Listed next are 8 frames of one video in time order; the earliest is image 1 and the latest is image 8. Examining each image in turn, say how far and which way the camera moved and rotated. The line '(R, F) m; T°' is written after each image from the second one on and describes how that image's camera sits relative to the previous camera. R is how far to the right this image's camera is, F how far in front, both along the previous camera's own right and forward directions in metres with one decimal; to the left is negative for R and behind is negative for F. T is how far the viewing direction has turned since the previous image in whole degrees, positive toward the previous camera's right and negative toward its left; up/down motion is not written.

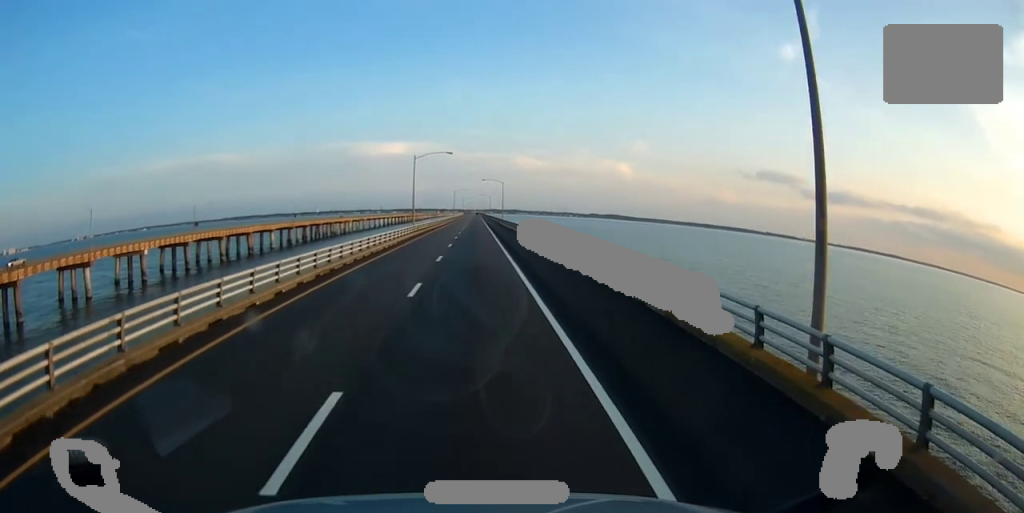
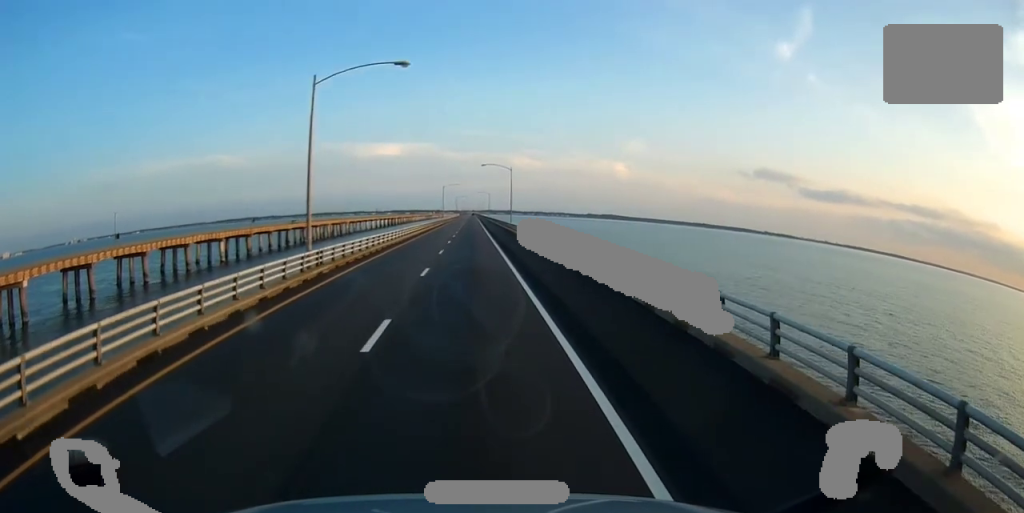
(-0.2, +43.4) m; 0°
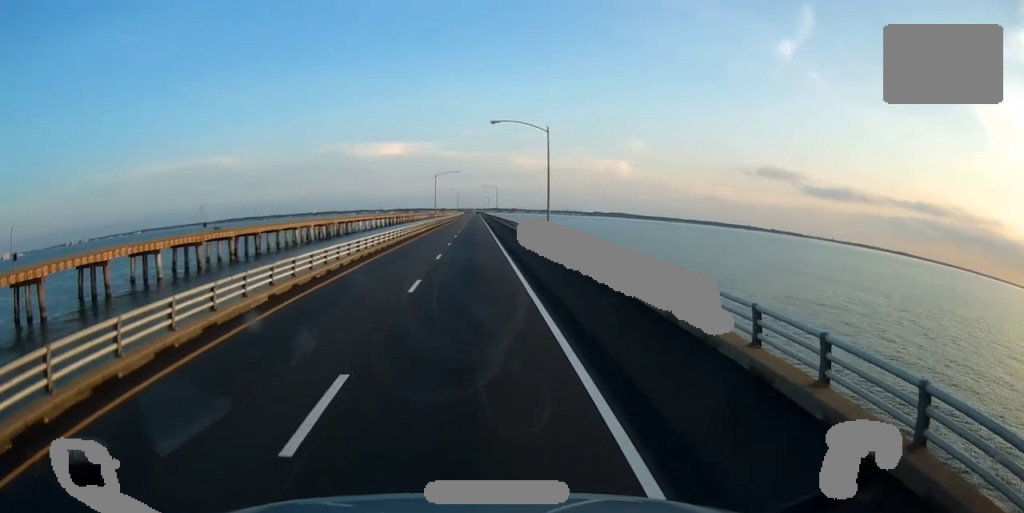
(-0.2, +40.3) m; 0°
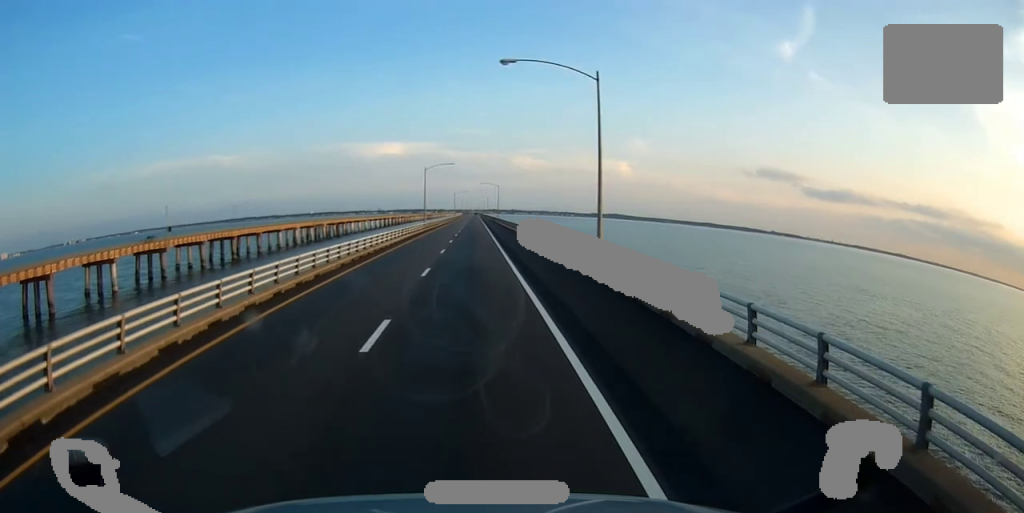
(0.0, +19.7) m; 0°
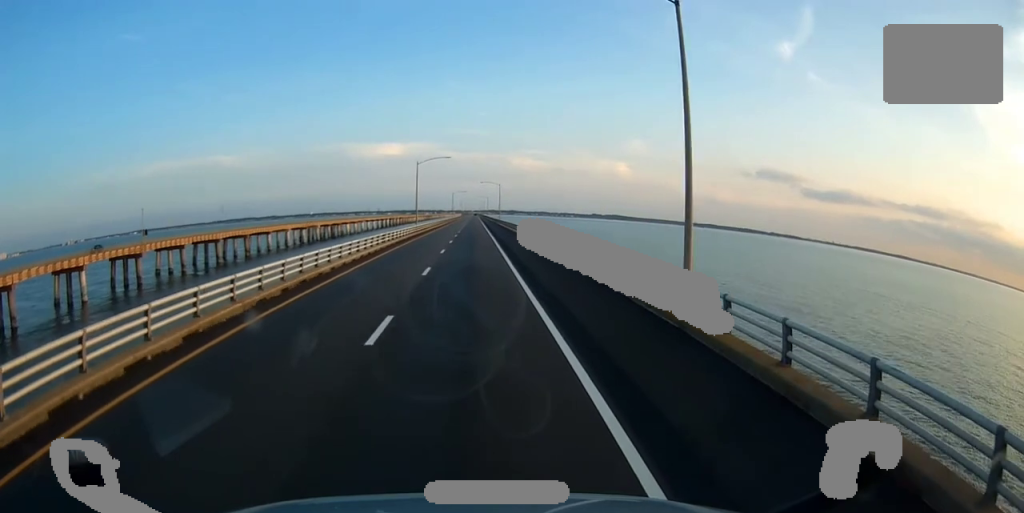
(+0.1, +11.9) m; 0°
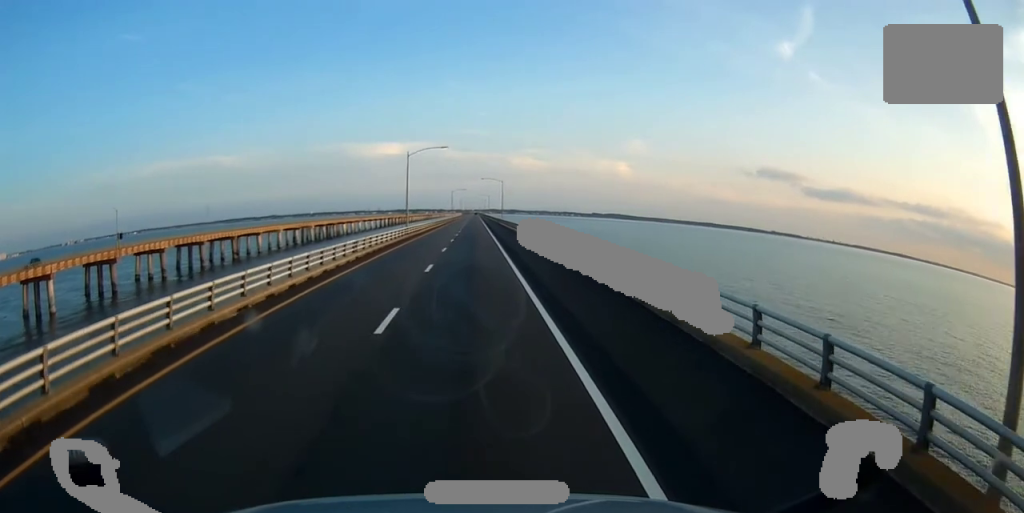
(+0.2, +10.9) m; 0°
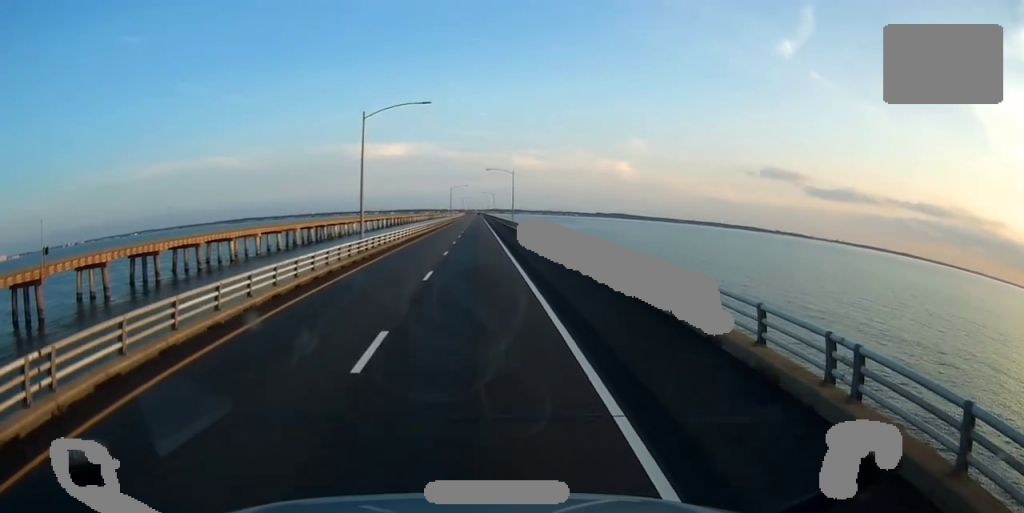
(-0.4, +27.0) m; 0°
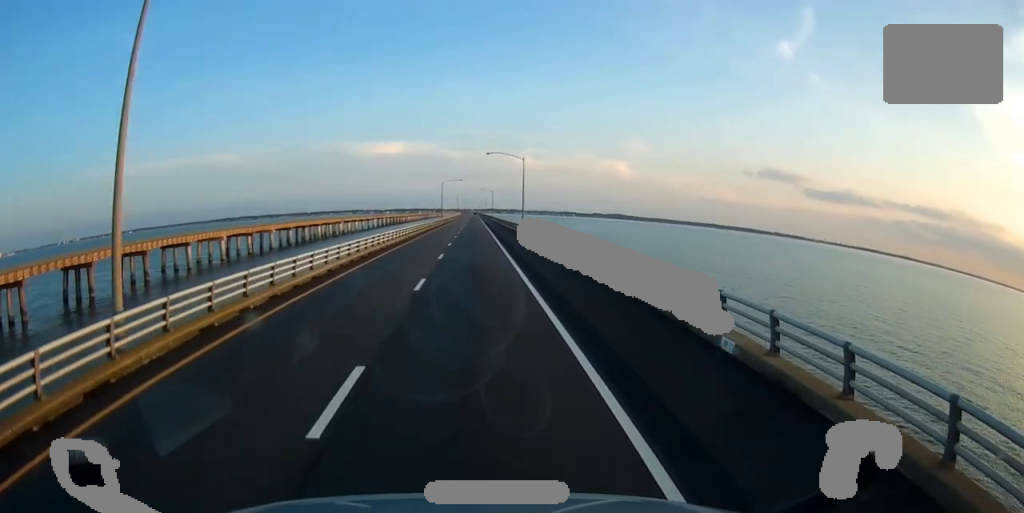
(+0.6, +27.2) m; +1°
